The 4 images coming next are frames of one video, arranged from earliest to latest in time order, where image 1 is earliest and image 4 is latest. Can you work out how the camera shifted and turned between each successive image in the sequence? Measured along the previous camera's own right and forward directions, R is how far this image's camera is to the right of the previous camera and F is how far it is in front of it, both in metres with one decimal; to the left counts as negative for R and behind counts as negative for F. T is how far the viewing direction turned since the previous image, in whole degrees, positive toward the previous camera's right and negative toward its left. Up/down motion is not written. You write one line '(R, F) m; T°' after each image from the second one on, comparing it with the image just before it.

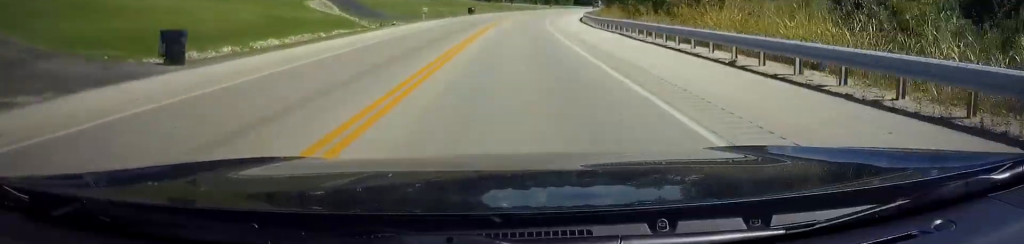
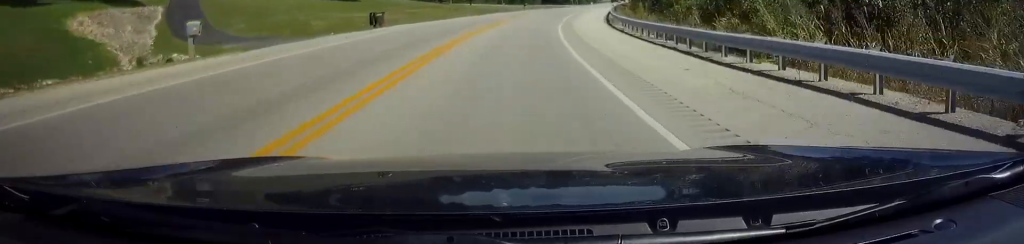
(+1.4, +43.9) m; +5°
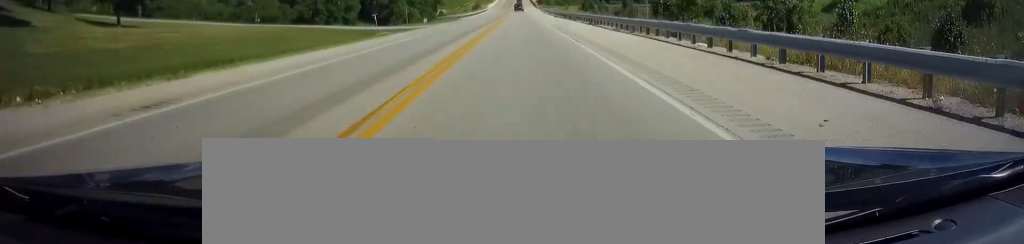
(+13.3, +110.2) m; +12°
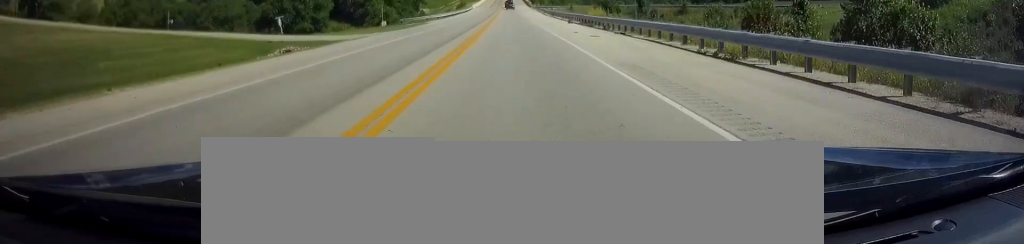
(+0.4, +30.1) m; +1°
